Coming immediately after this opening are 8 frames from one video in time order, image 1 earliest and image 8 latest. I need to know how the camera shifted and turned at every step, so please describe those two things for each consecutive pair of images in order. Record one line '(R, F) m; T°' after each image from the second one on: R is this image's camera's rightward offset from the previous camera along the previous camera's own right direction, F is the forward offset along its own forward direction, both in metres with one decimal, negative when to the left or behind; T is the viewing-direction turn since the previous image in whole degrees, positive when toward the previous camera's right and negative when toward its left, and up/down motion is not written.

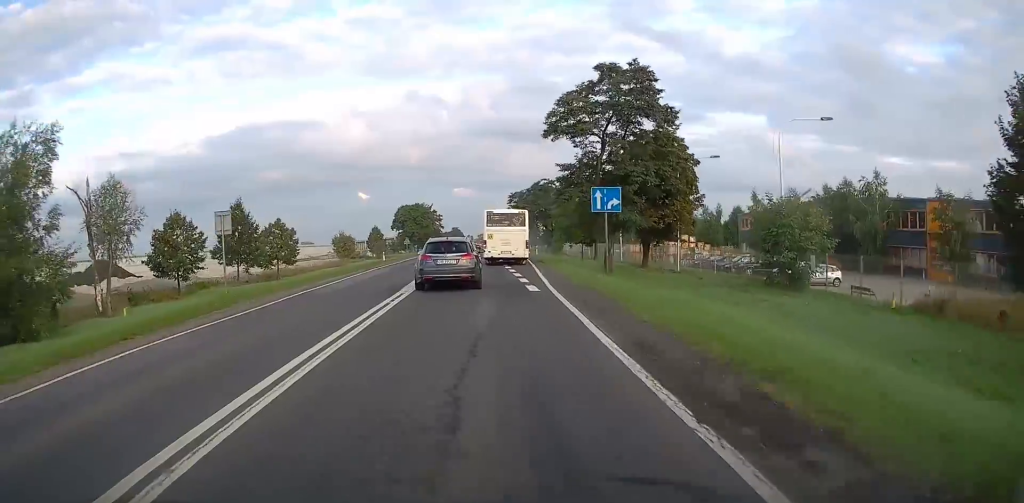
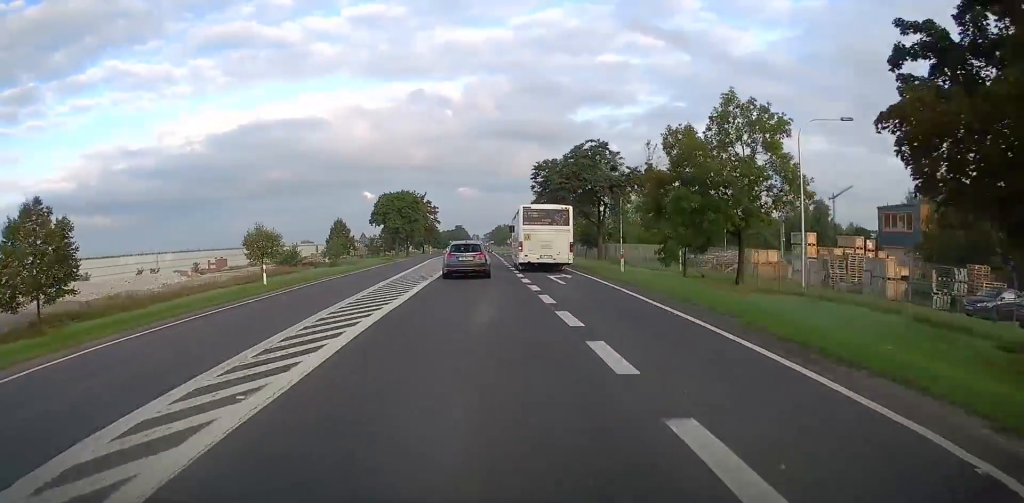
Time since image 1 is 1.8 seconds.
(+0.1, +39.0) m; 0°
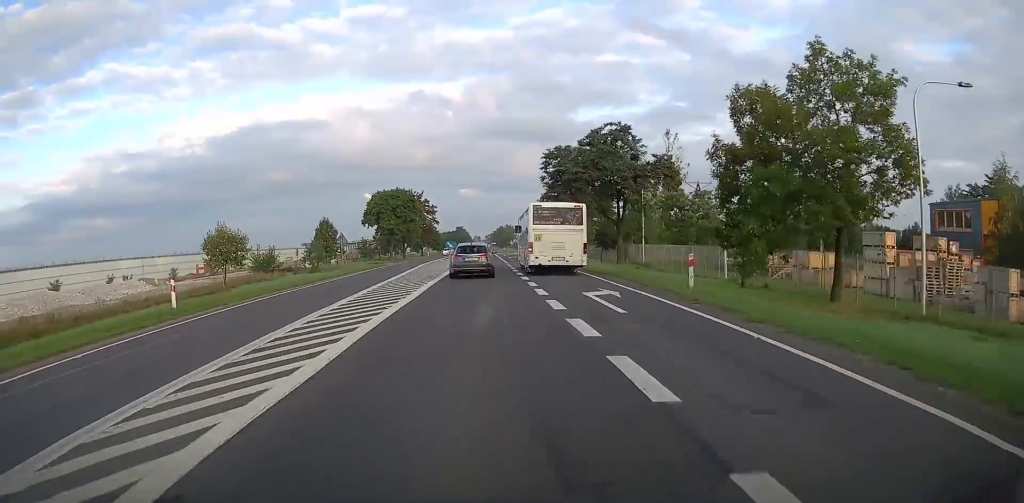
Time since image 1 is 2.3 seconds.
(-0.1, +9.2) m; 0°
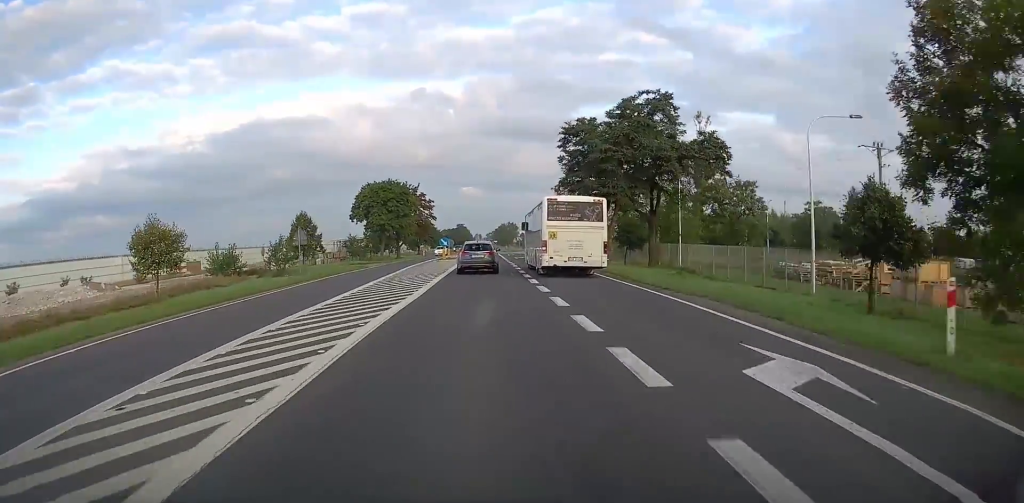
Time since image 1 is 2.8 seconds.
(+0.1, +11.4) m; 0°
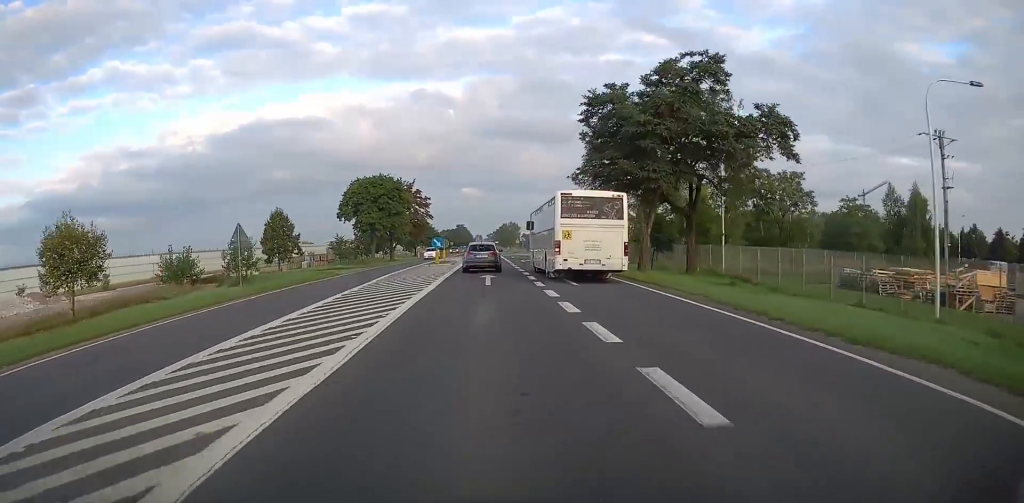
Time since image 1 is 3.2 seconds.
(+0.2, +9.3) m; 0°
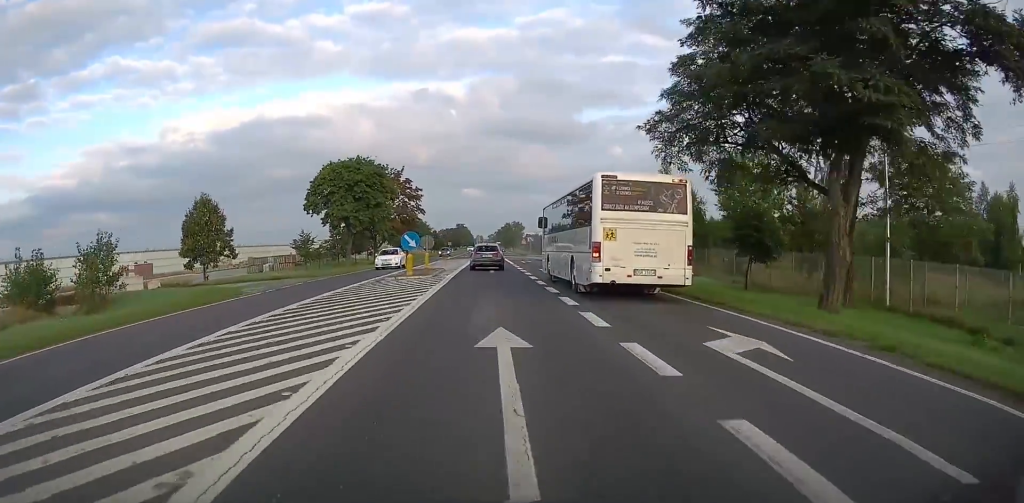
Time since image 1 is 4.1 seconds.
(-0.2, +18.2) m; -1°
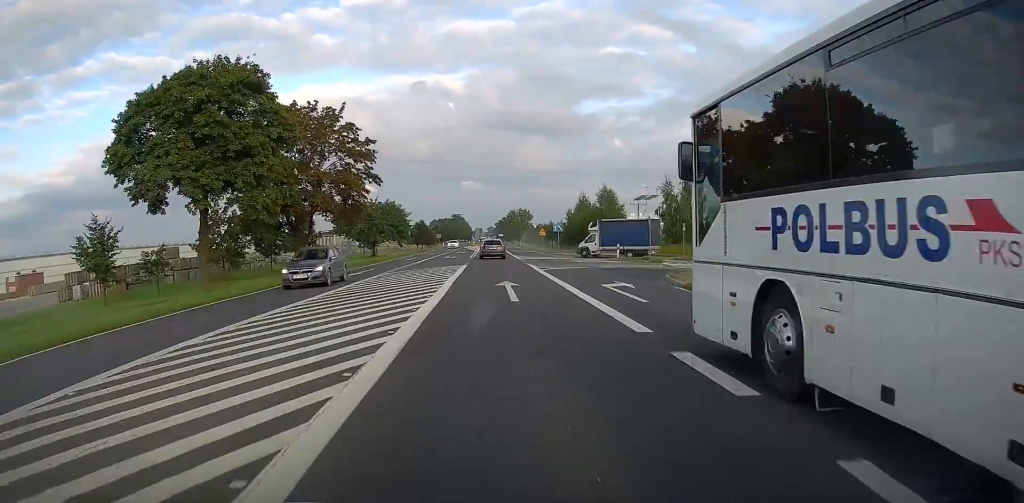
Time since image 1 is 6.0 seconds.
(-0.2, +40.6) m; 0°
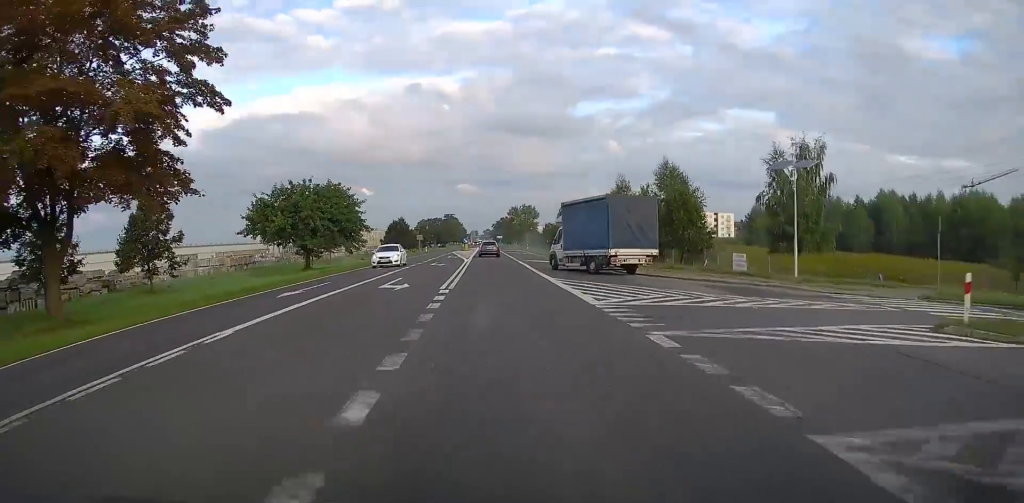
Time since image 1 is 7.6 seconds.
(+0.2, +33.8) m; +1°
